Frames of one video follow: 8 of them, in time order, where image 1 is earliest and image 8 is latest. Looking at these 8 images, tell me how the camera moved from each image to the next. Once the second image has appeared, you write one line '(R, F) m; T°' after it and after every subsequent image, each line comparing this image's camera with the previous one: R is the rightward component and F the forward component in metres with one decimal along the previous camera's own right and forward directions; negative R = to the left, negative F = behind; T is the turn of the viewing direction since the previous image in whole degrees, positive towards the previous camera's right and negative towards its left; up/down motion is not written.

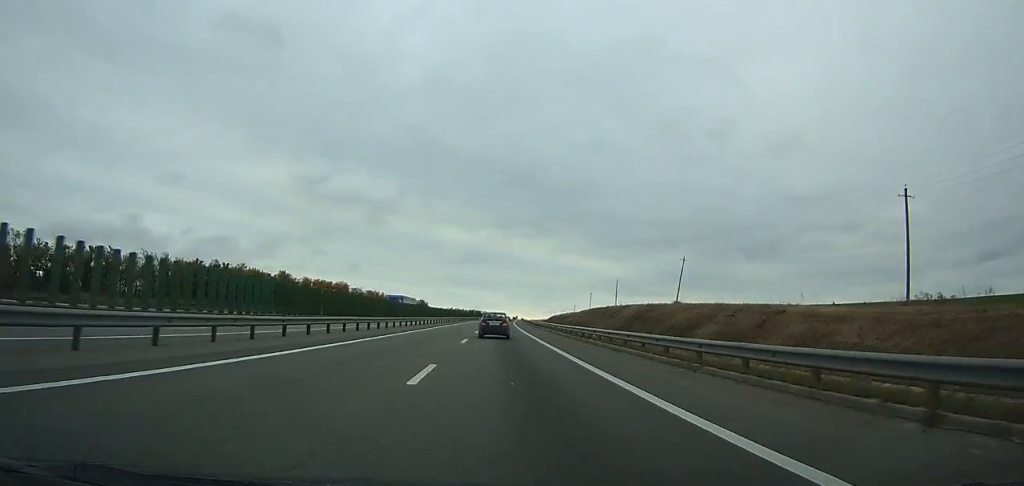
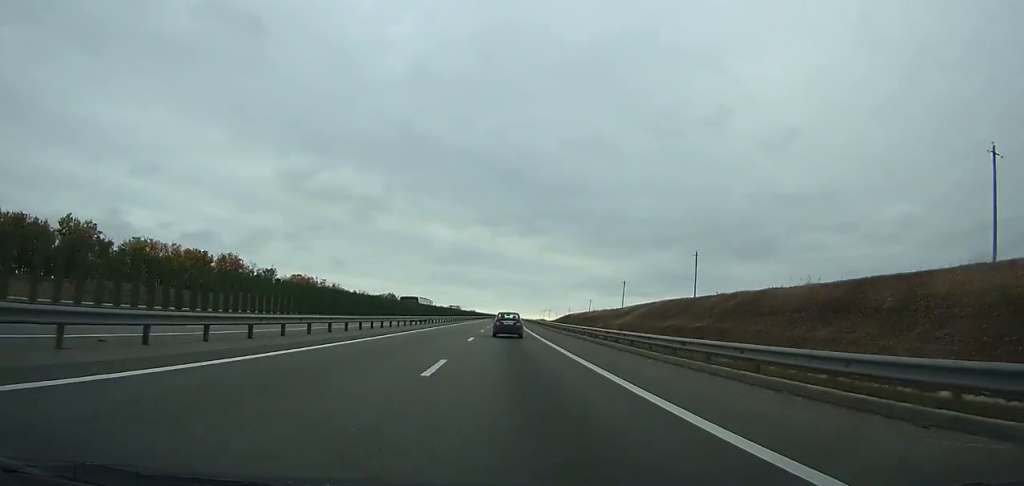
(+0.2, +77.1) m; +1°
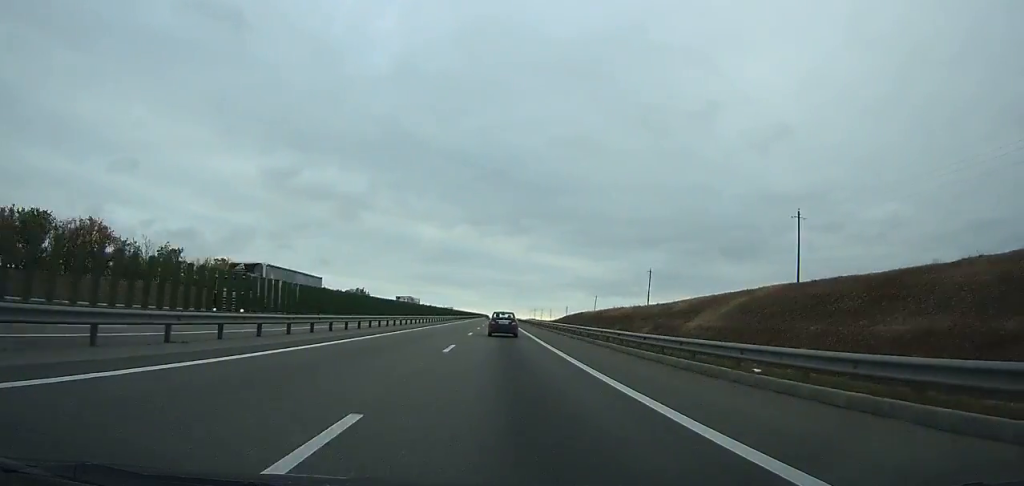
(+0.2, +41.7) m; 0°
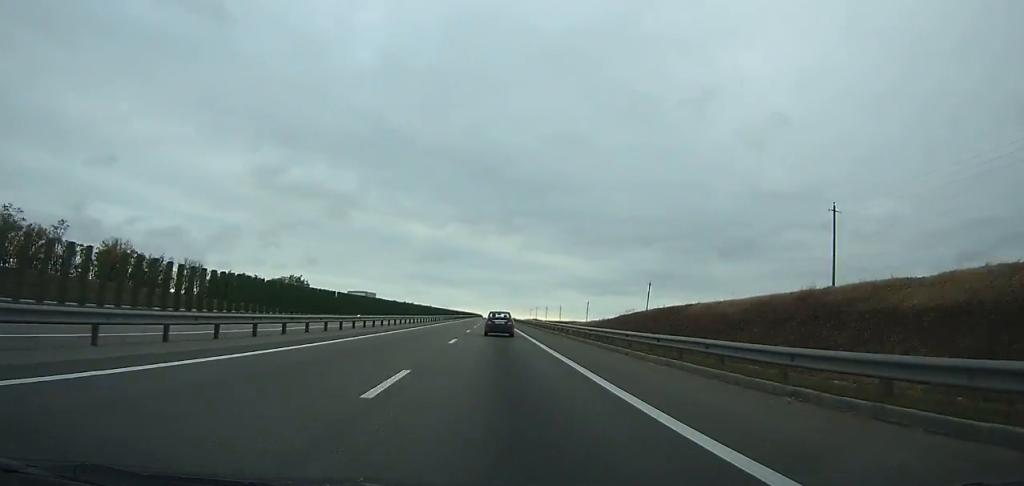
(+0.6, +73.6) m; +1°
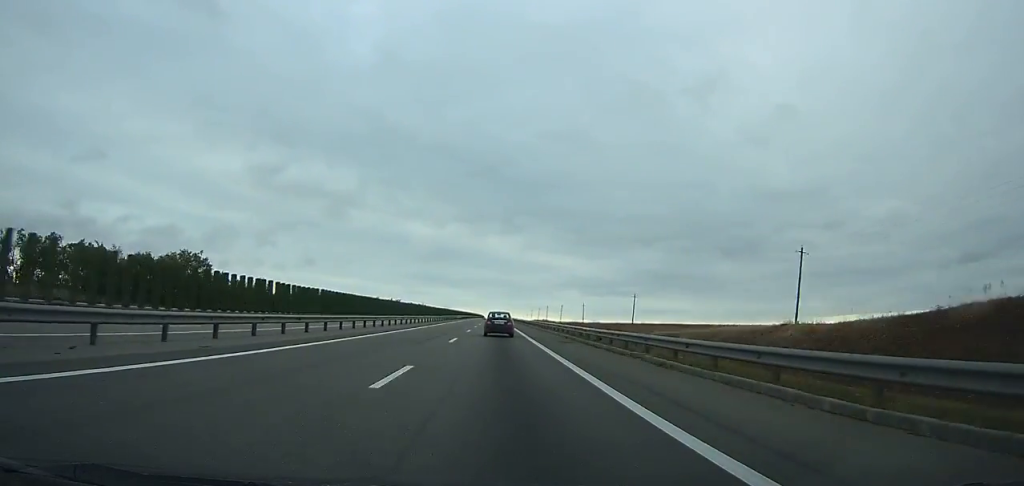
(+0.4, +64.0) m; 0°
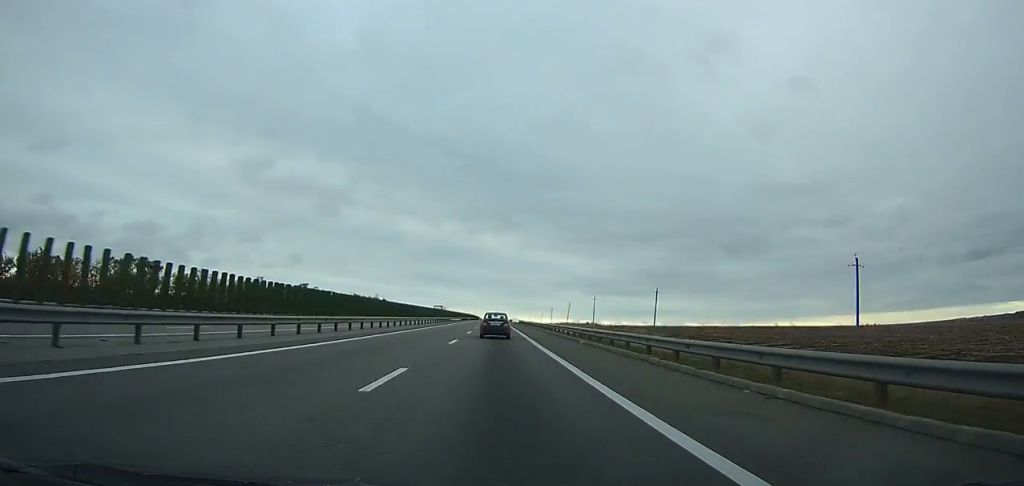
(0.0, +159.8) m; 0°
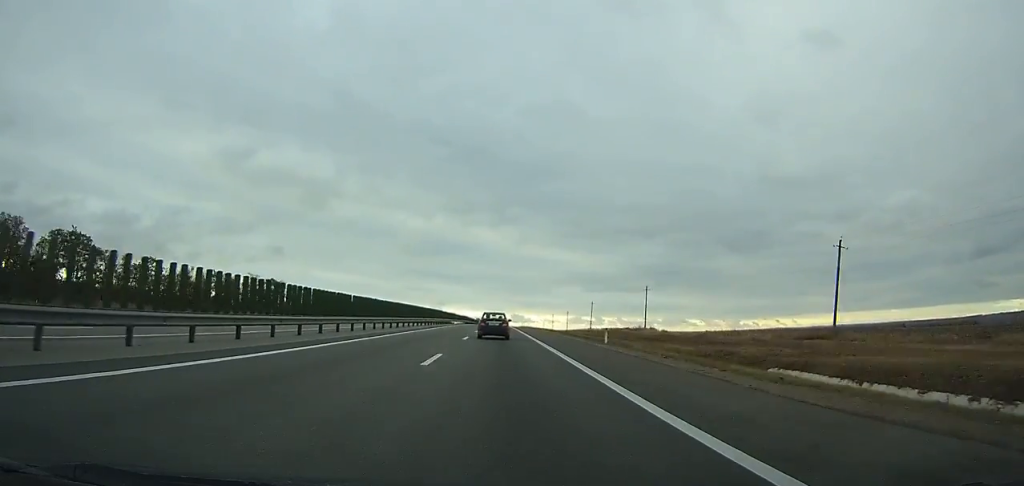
(-0.3, +202.0) m; 0°
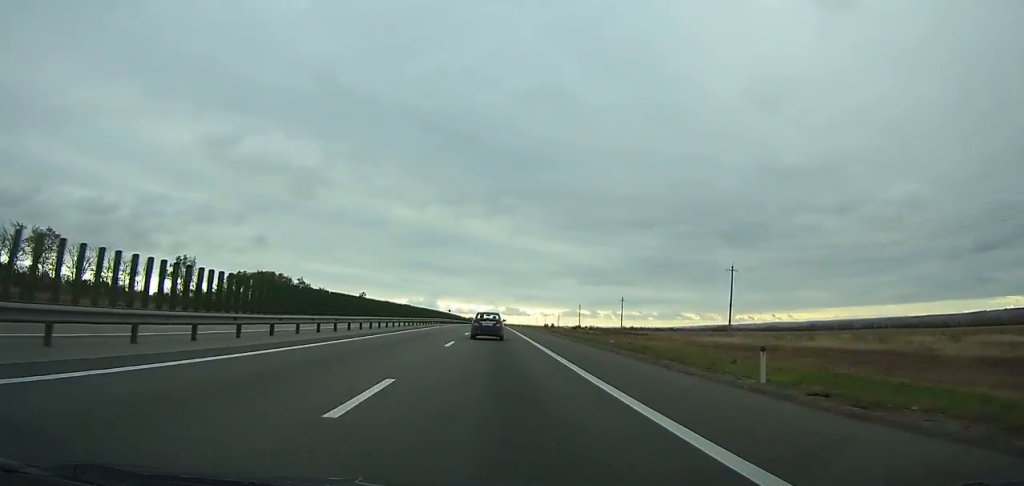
(+0.2, +120.3) m; 0°
